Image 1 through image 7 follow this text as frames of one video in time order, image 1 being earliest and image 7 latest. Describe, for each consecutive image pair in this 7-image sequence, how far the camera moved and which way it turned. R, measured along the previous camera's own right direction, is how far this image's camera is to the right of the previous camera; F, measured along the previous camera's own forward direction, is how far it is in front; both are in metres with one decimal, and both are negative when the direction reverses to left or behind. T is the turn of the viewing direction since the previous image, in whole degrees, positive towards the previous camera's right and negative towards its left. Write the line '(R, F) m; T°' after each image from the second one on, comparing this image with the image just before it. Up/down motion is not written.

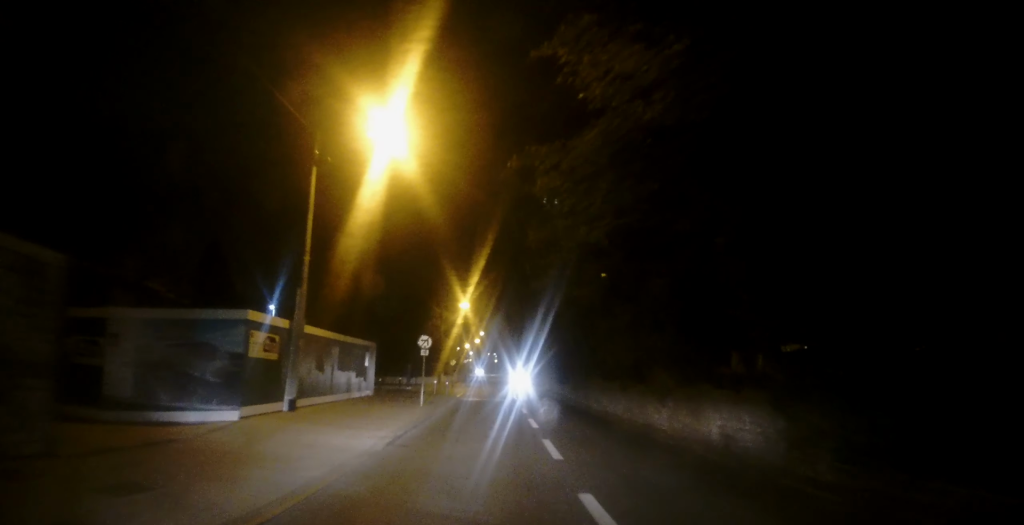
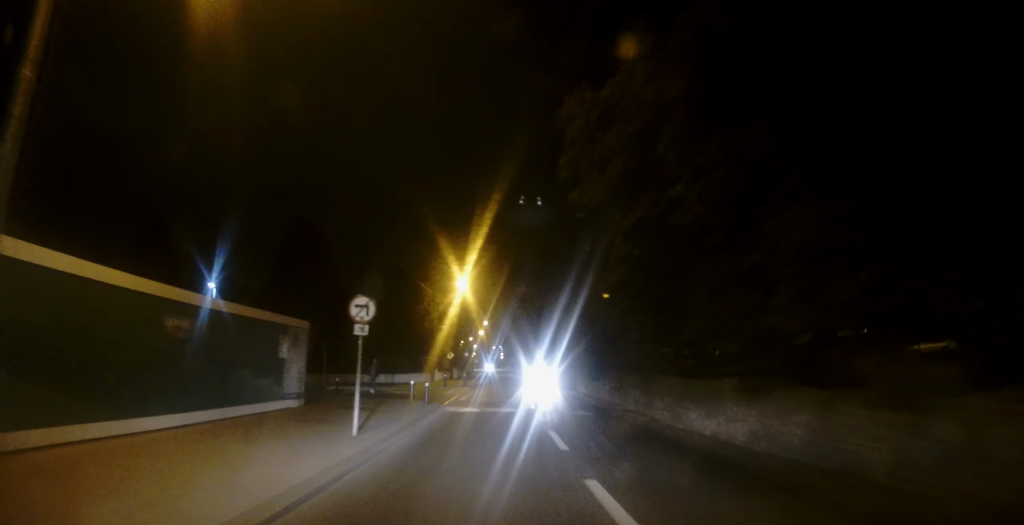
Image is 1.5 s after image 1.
(+0.1, +11.4) m; -3°
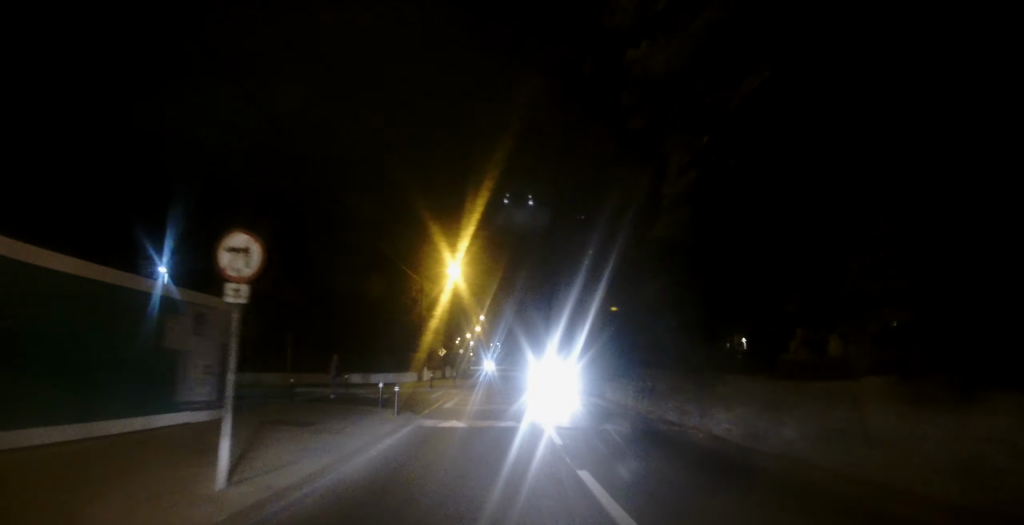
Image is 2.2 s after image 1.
(-0.3, +5.6) m; -4°
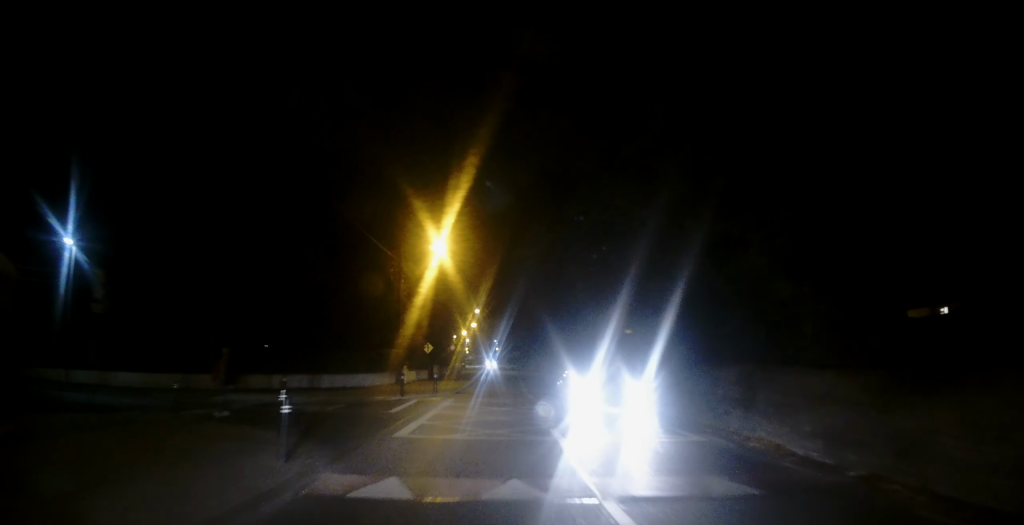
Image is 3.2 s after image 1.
(-0.3, +7.8) m; +2°
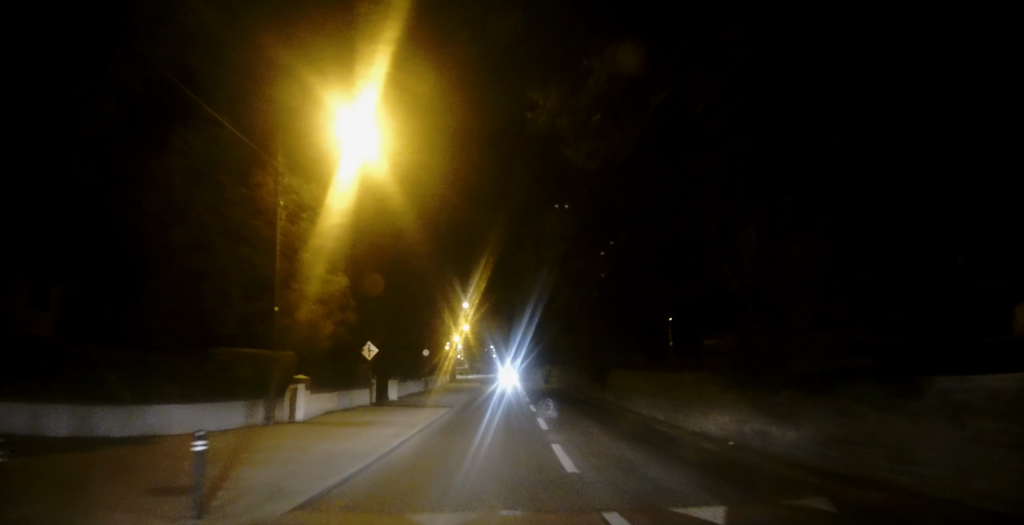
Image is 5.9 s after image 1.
(+1.1, +19.3) m; +2°
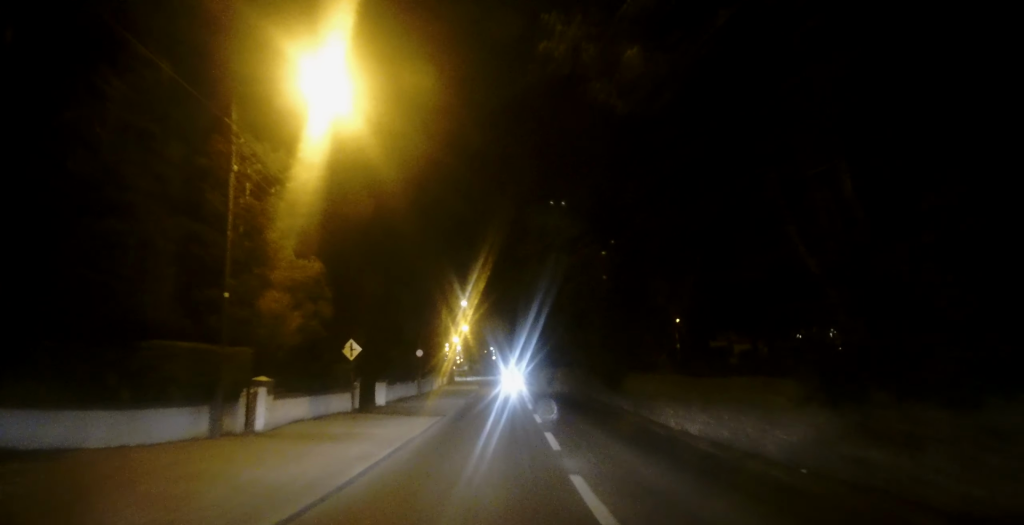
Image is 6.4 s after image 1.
(0.0, +3.2) m; 0°
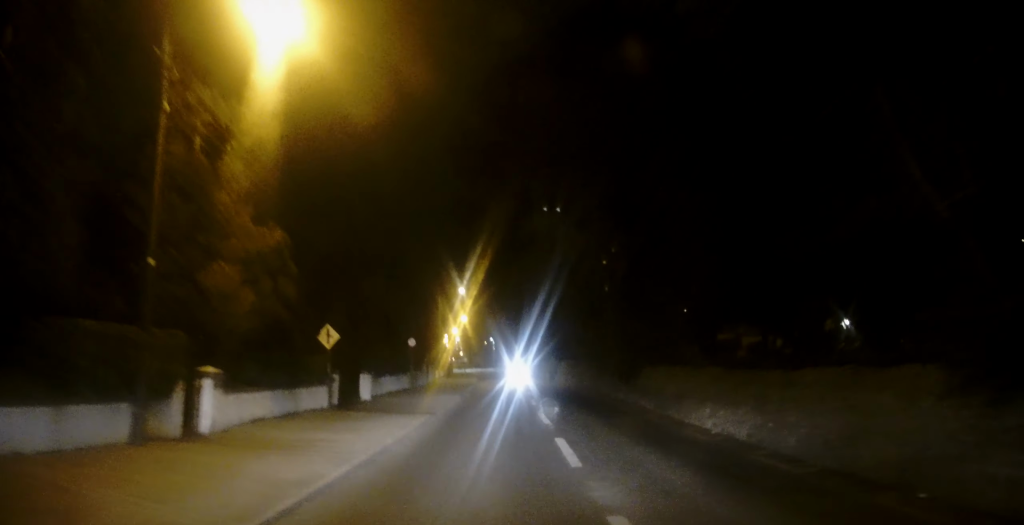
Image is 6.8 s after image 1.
(0.0, +3.2) m; 0°
